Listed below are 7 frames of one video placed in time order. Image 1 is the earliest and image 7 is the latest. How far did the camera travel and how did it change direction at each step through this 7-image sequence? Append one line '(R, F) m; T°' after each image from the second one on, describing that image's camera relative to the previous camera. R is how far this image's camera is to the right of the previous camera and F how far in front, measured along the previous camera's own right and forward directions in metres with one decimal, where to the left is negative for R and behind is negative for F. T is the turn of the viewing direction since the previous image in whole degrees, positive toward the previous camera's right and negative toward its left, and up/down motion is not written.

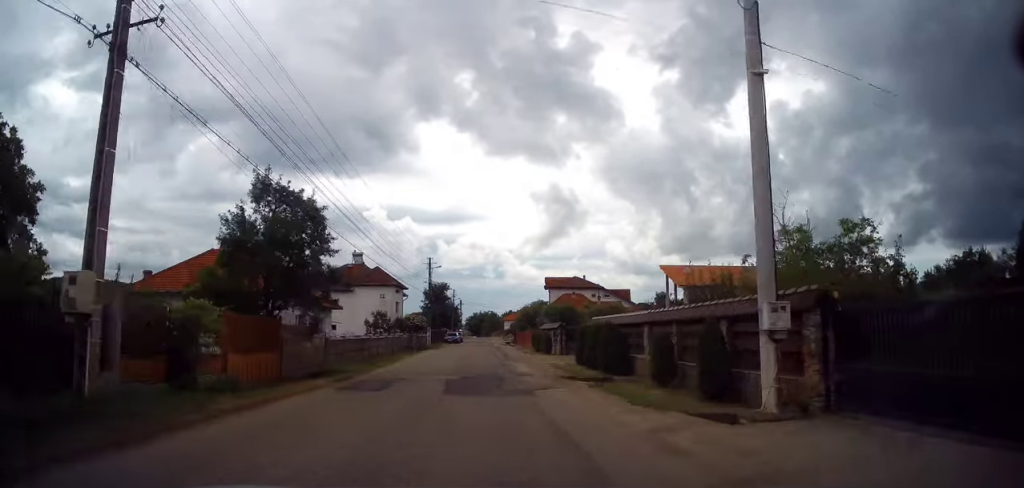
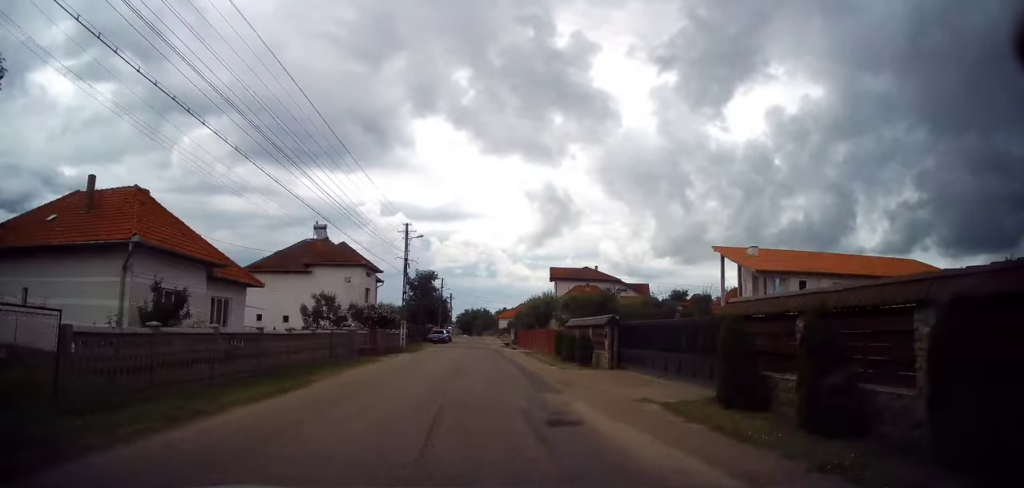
(+0.2, +14.1) m; +1°
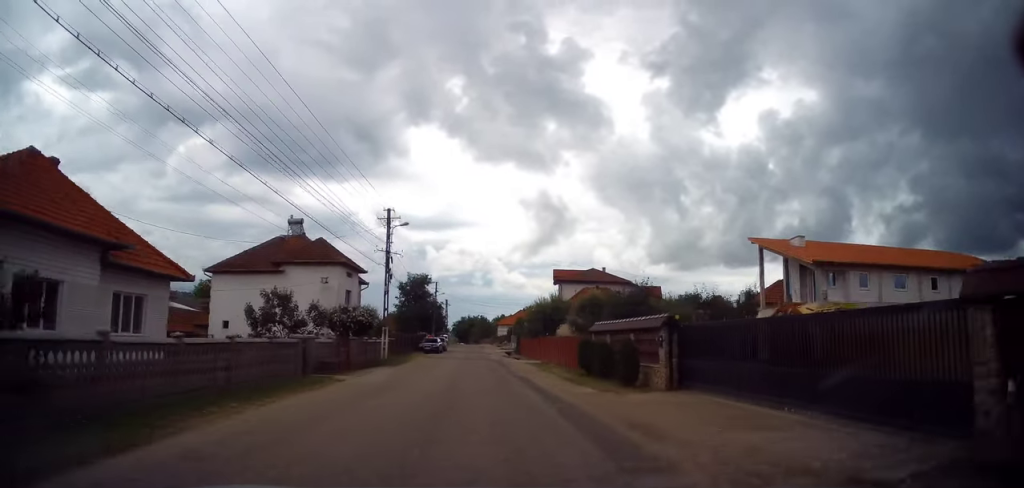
(0.0, +6.5) m; 0°
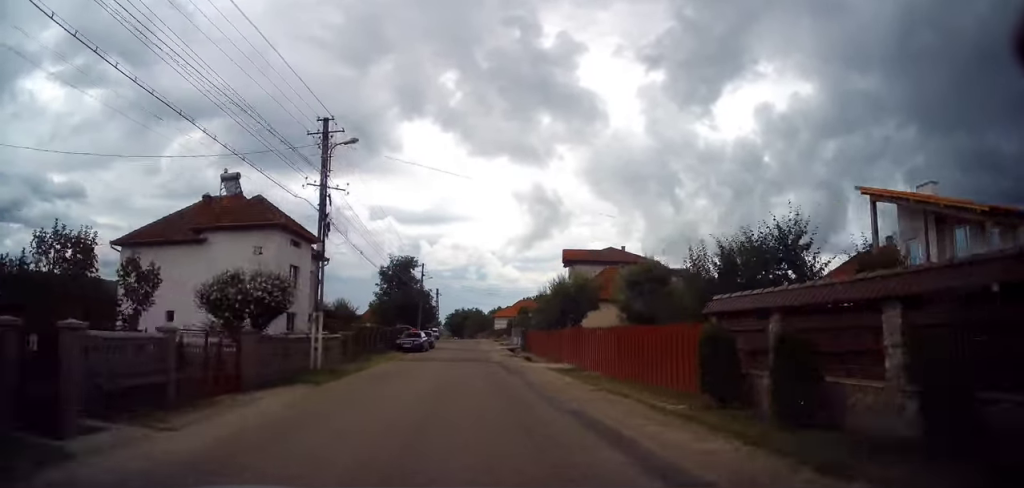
(0.0, +12.1) m; 0°
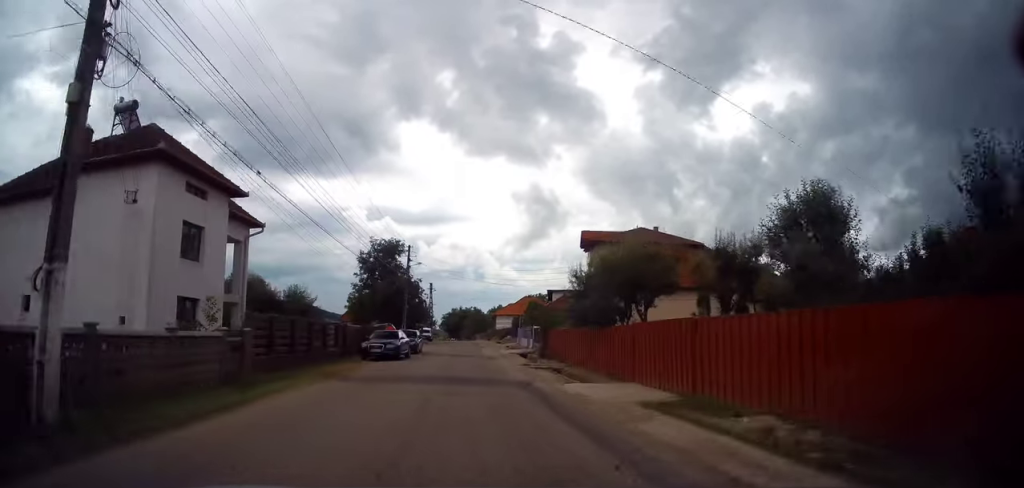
(0.0, +11.6) m; -1°
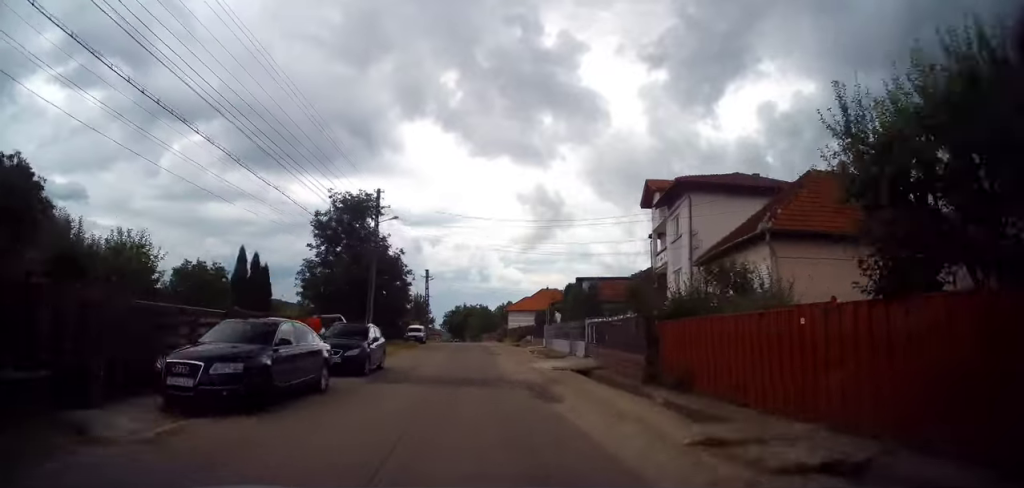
(-0.3, +17.6) m; 0°
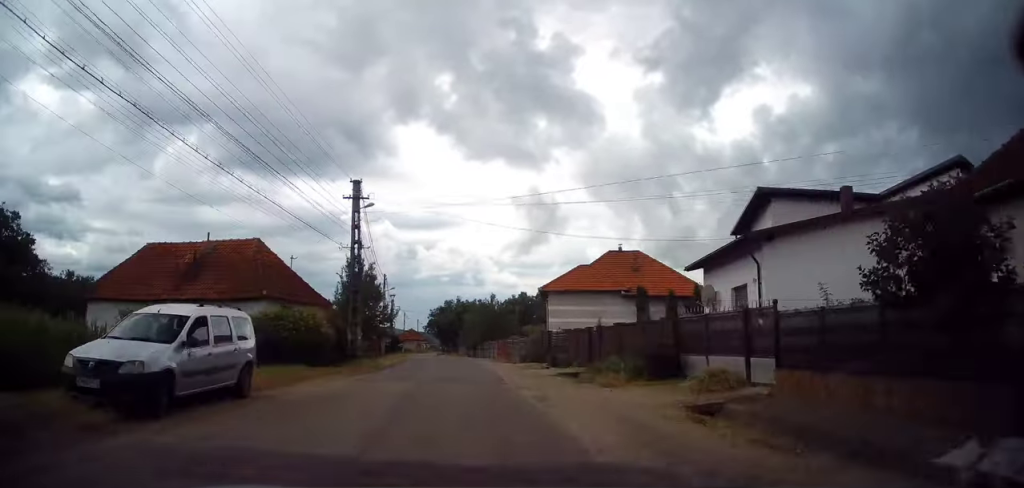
(+0.8, +40.0) m; -1°
